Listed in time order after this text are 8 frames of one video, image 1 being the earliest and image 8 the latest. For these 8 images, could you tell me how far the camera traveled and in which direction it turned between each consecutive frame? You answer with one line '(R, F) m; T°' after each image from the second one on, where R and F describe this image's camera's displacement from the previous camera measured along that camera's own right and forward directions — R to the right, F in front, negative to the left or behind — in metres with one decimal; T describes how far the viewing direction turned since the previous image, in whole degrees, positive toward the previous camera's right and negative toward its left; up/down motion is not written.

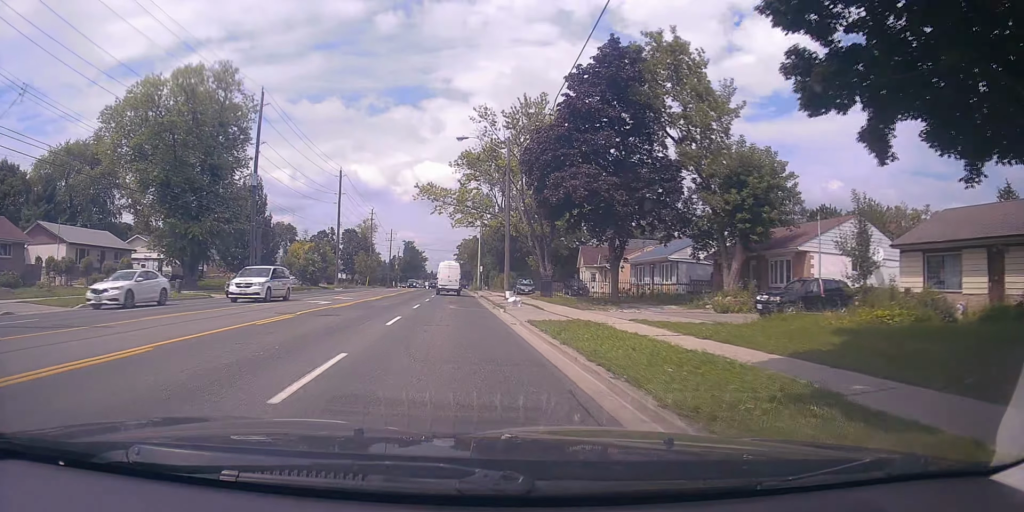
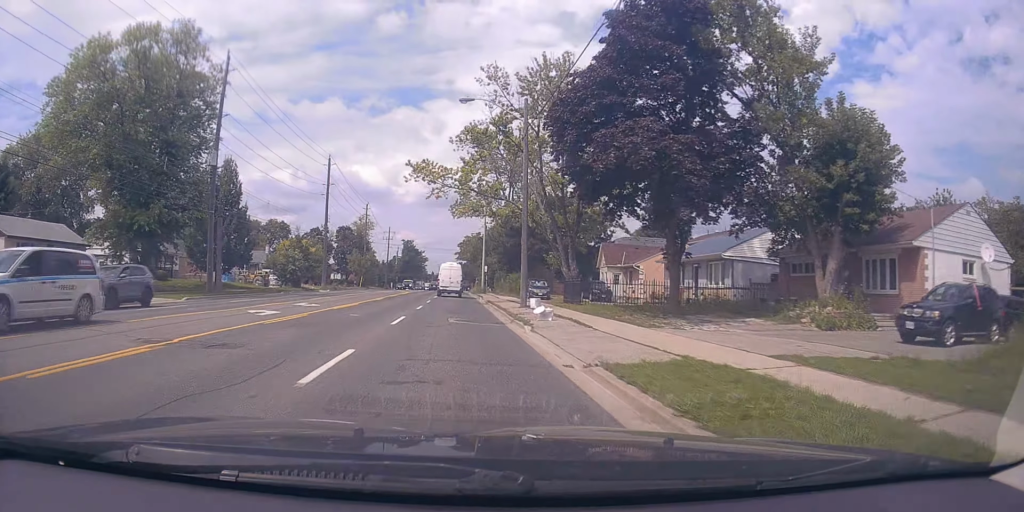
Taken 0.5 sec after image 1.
(-0.2, +8.2) m; 0°
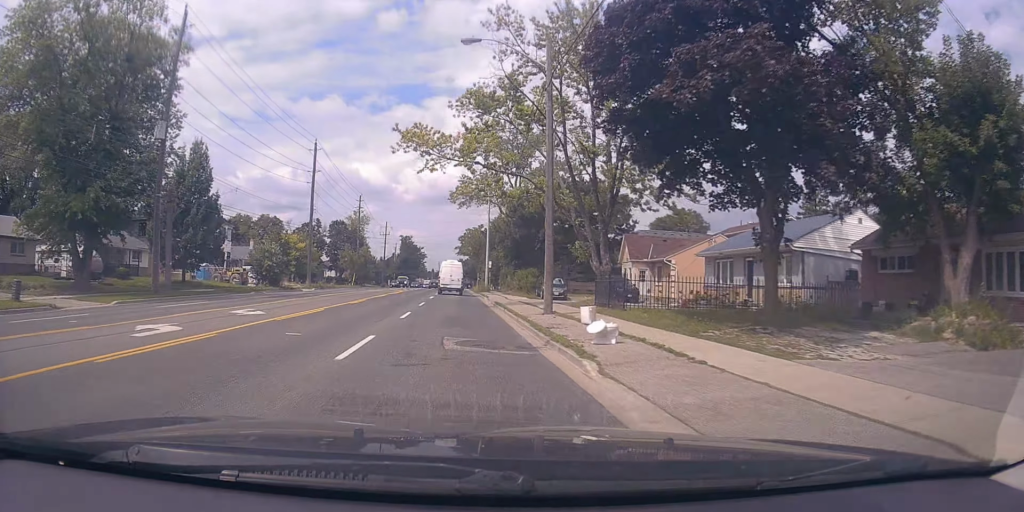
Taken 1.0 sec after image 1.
(0.0, +7.2) m; 0°
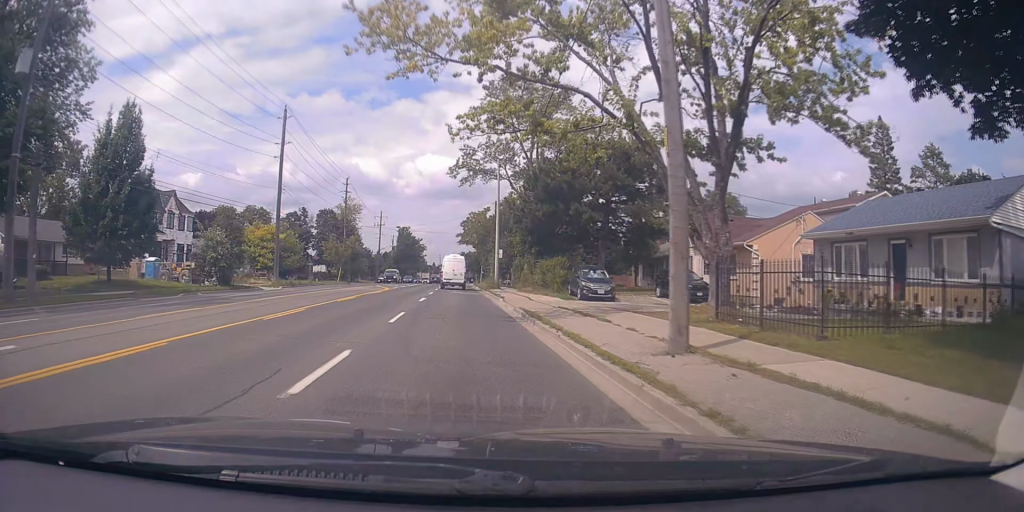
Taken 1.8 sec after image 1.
(+0.3, +11.9) m; -1°
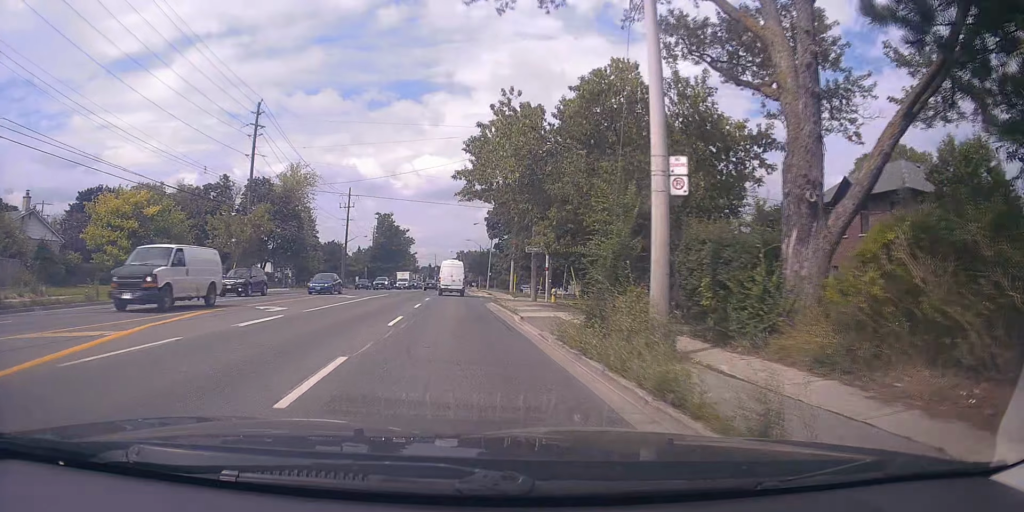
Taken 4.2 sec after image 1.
(+0.4, +36.8) m; +1°
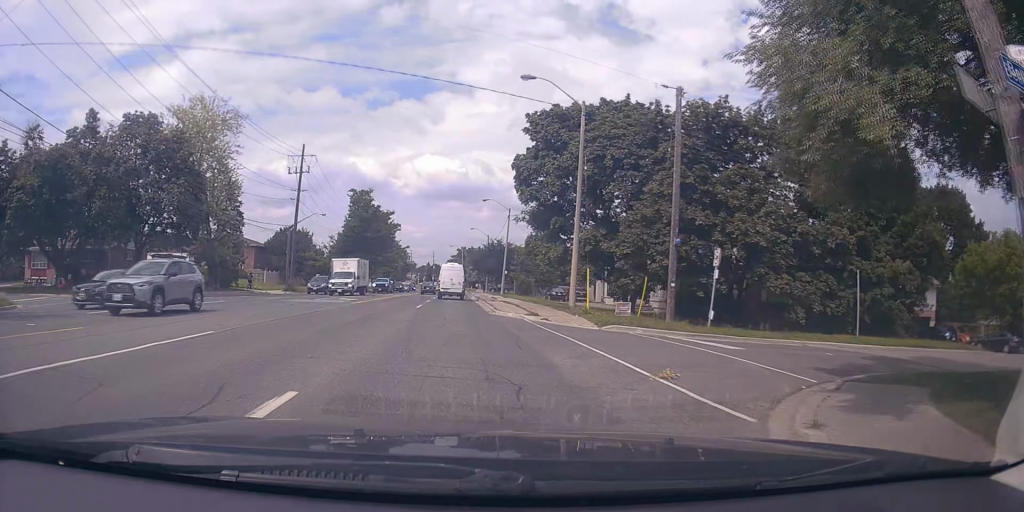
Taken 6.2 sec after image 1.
(-0.8, +29.9) m; 0°
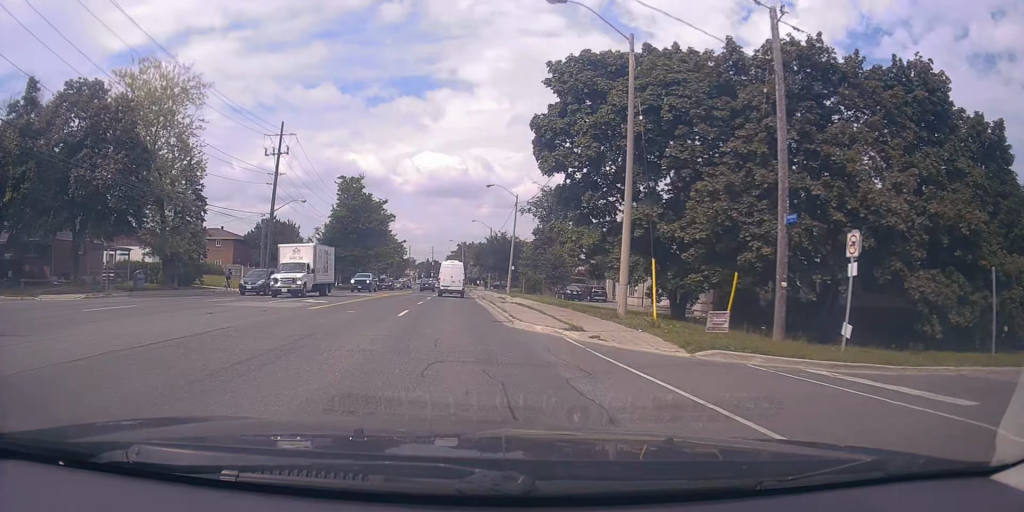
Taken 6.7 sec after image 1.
(-0.1, +8.4) m; +2°
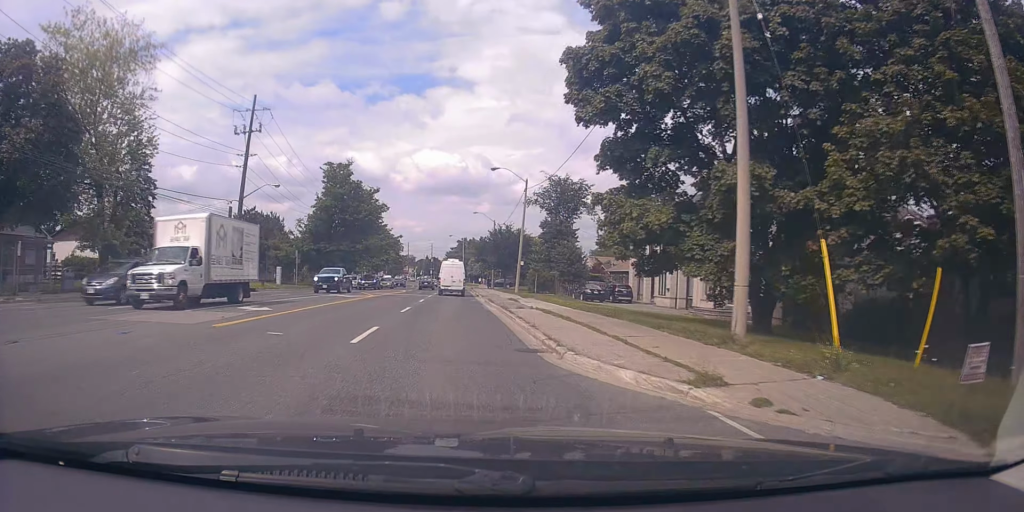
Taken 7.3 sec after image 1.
(+0.4, +8.3) m; 0°
